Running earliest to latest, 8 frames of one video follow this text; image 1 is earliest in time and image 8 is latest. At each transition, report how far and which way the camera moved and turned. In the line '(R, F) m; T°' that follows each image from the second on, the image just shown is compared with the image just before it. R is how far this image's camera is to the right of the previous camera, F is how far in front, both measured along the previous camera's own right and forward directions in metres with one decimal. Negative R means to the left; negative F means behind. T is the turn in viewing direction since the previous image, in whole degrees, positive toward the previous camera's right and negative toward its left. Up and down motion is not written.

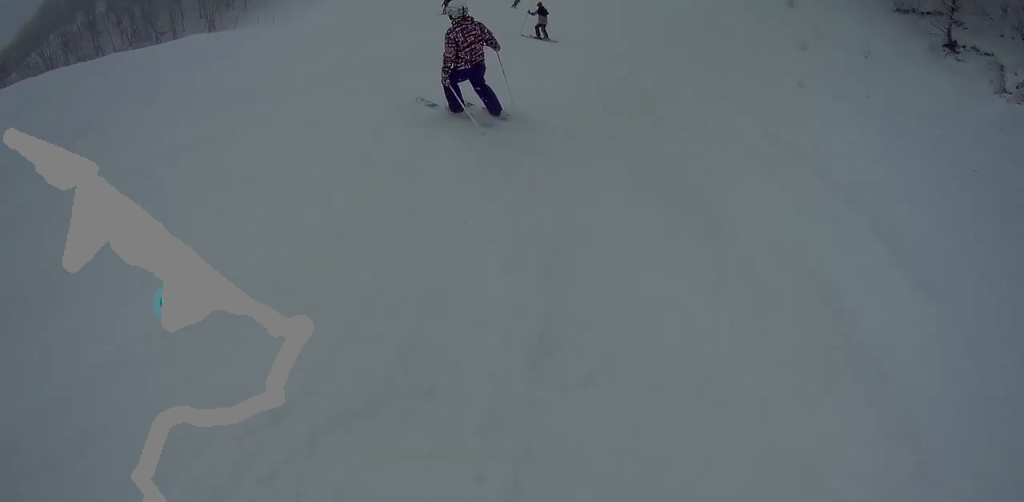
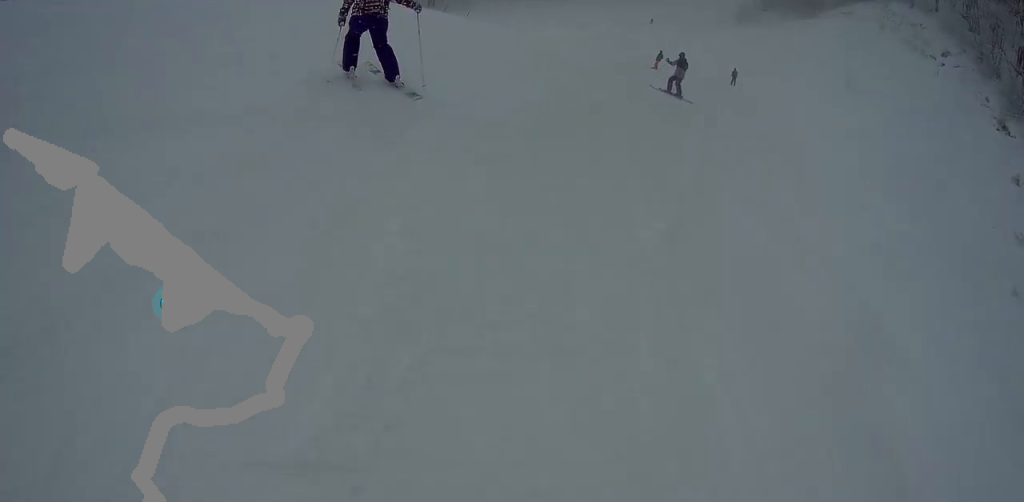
(+0.4, +5.7) m; -11°
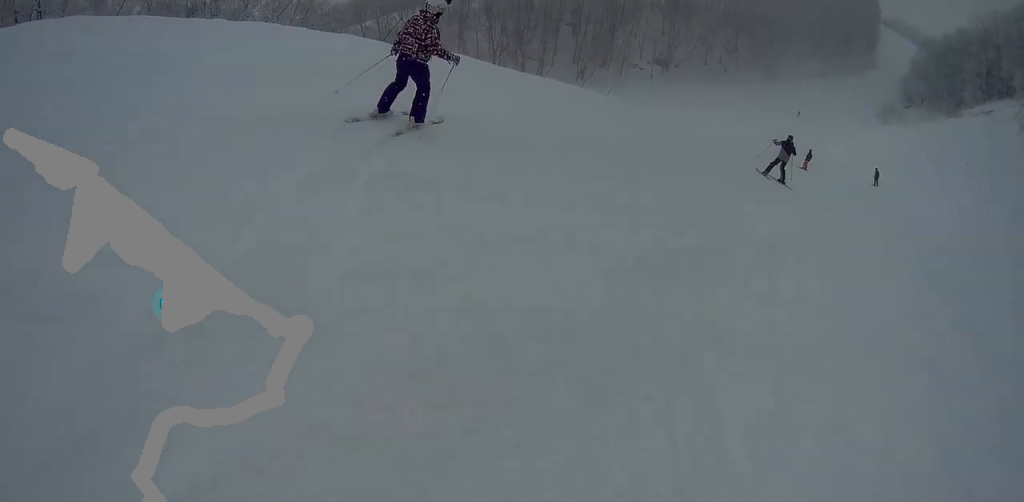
(-0.6, +2.8) m; -8°
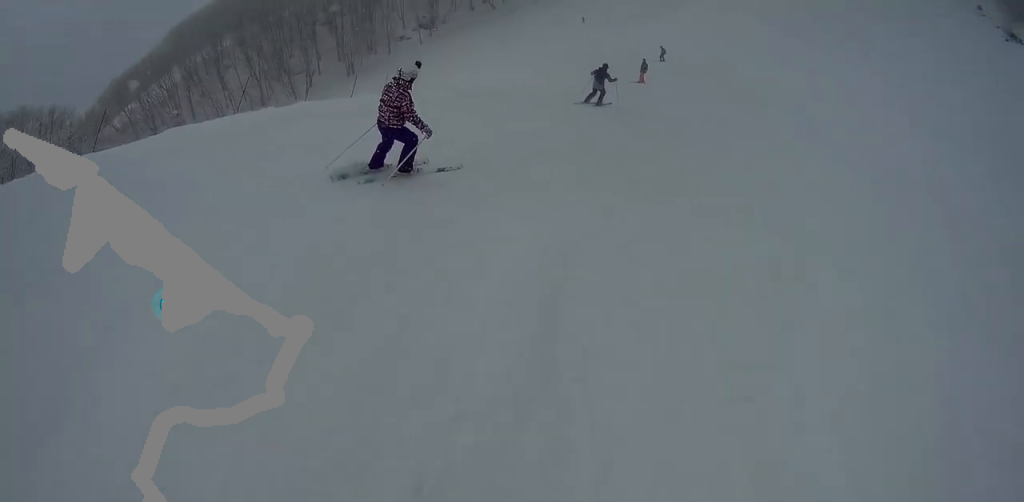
(-1.0, +5.9) m; -1°
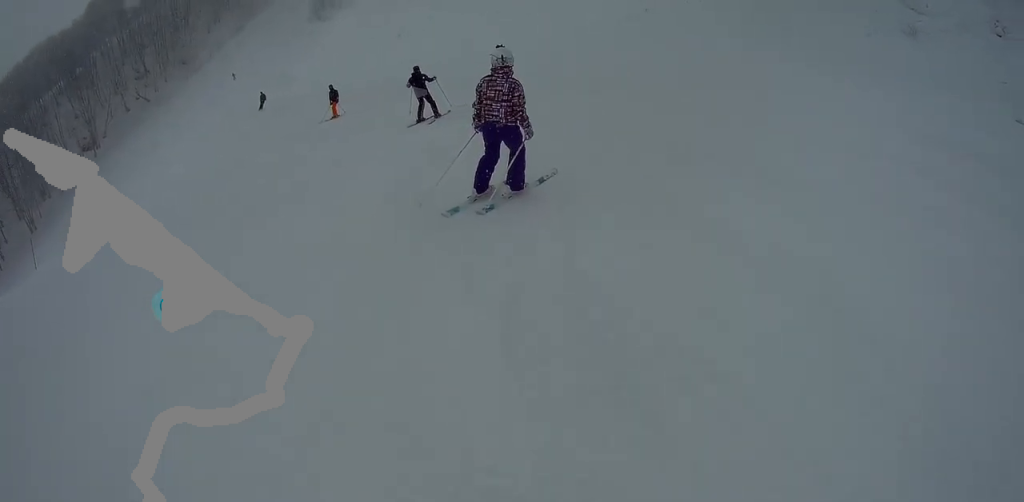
(+1.4, +6.1) m; +42°
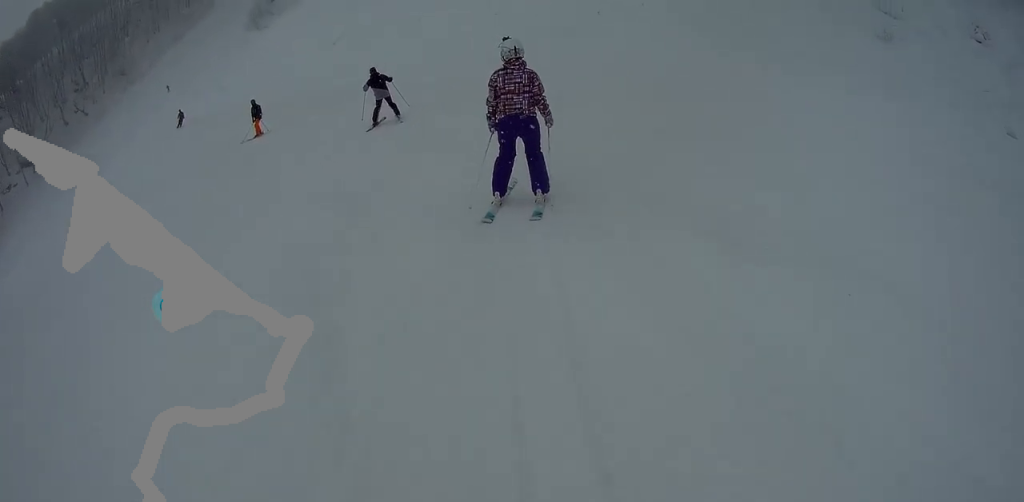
(+0.6, +2.0) m; +2°
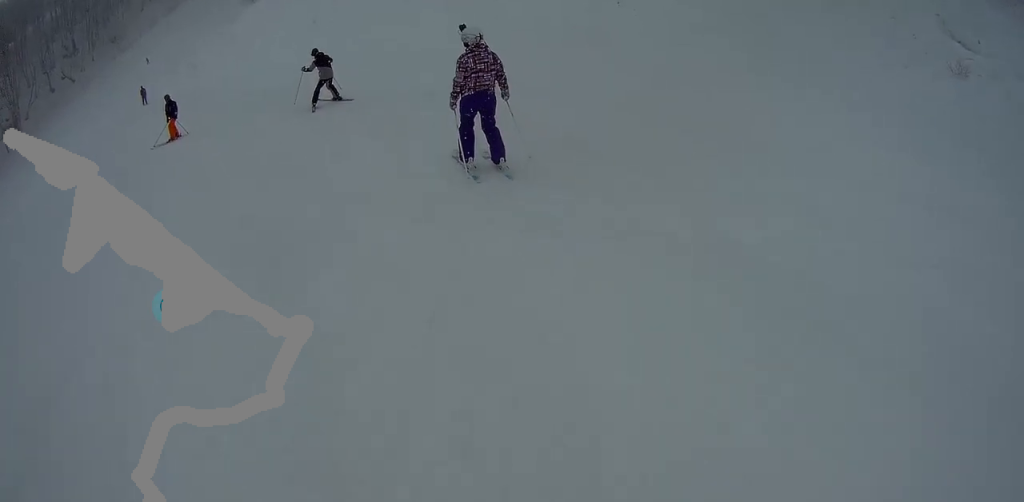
(+0.4, +4.8) m; -4°
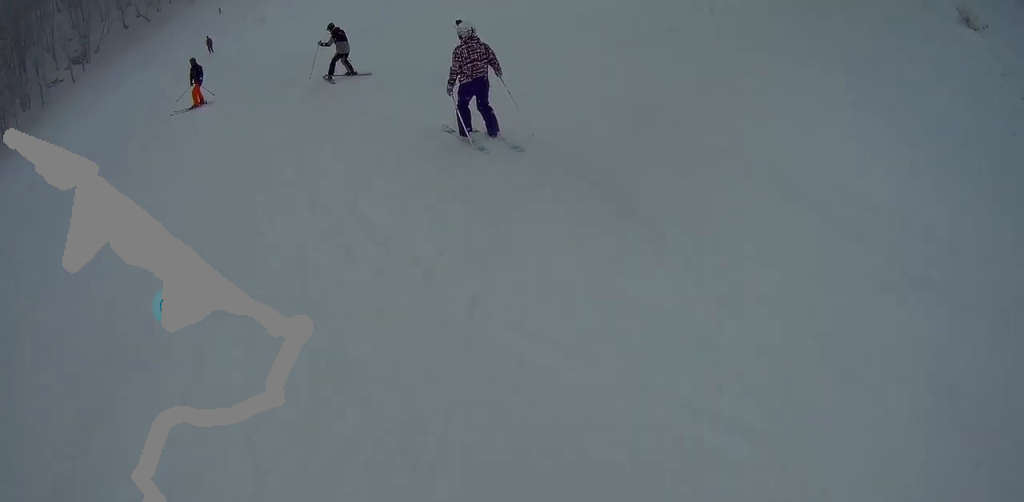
(-0.2, +2.3) m; -8°
